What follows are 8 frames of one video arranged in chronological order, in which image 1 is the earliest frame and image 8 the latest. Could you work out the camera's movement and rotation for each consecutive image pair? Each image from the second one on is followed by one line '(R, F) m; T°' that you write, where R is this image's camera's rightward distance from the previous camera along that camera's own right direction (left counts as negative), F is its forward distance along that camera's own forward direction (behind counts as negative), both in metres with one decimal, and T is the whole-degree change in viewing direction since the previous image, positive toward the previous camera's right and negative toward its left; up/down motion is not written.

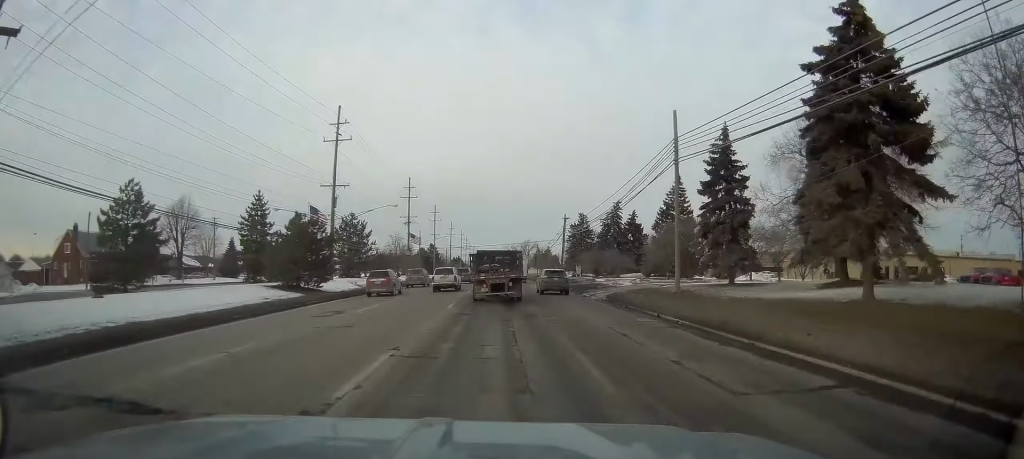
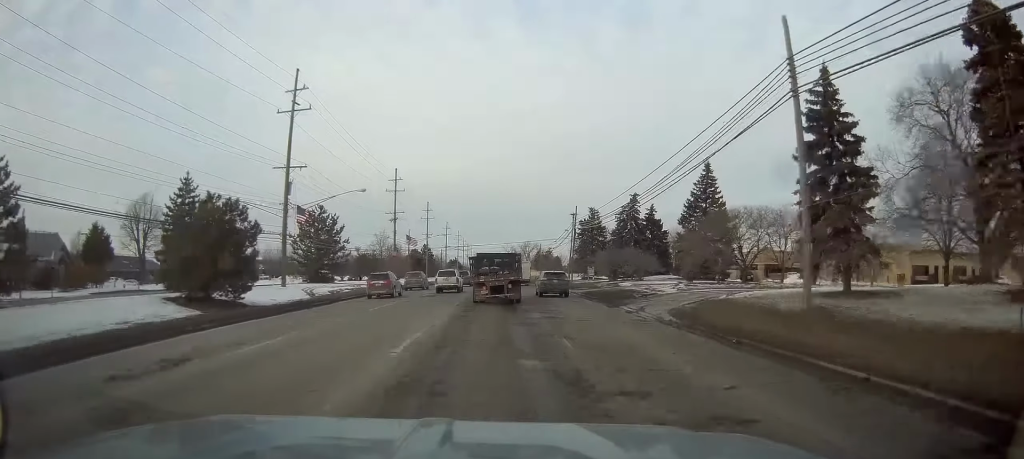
(+0.4, +14.4) m; 0°
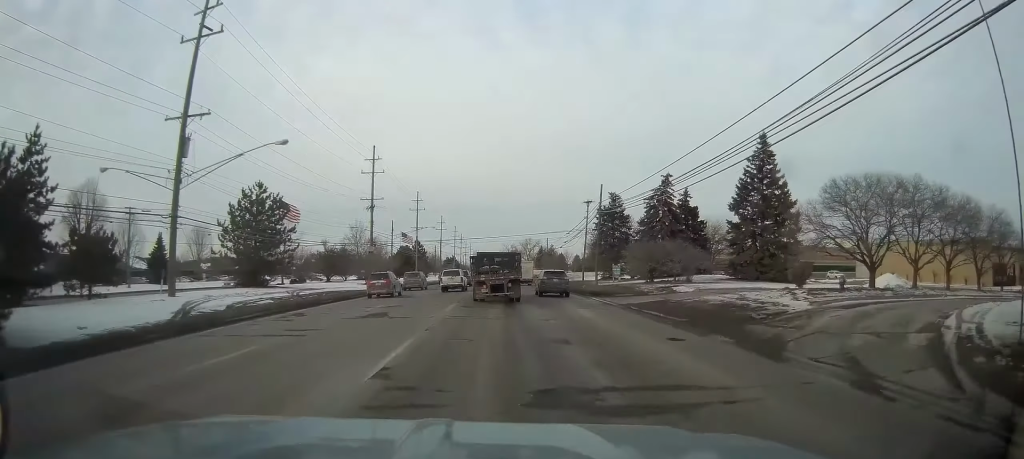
(0.0, +17.4) m; -1°
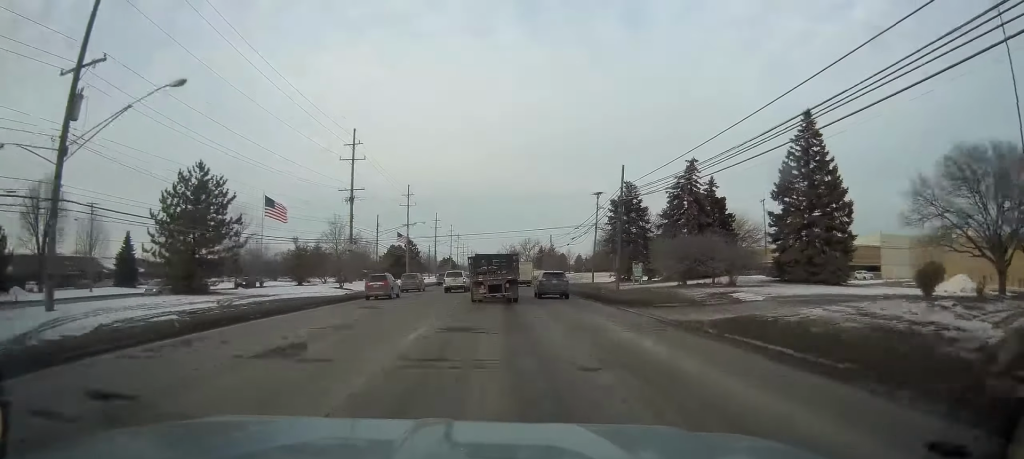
(-0.1, +9.7) m; -1°
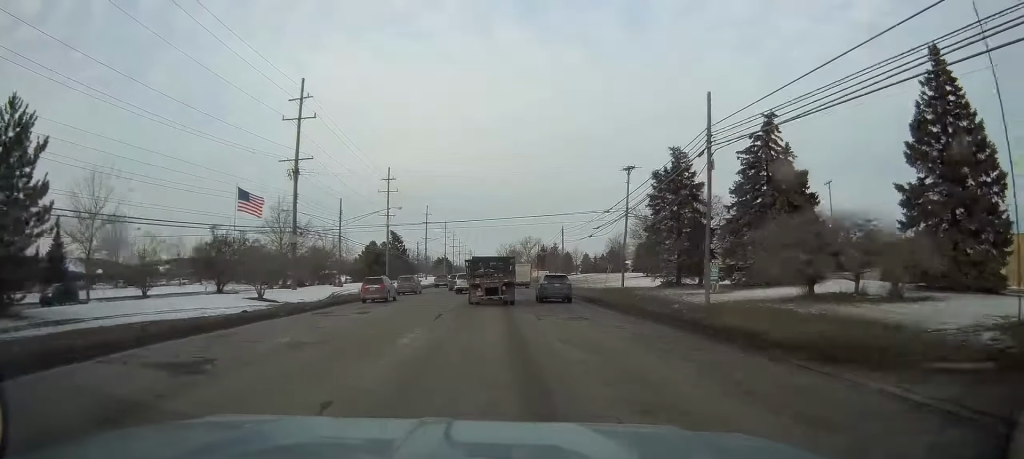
(-0.1, +16.0) m; 0°
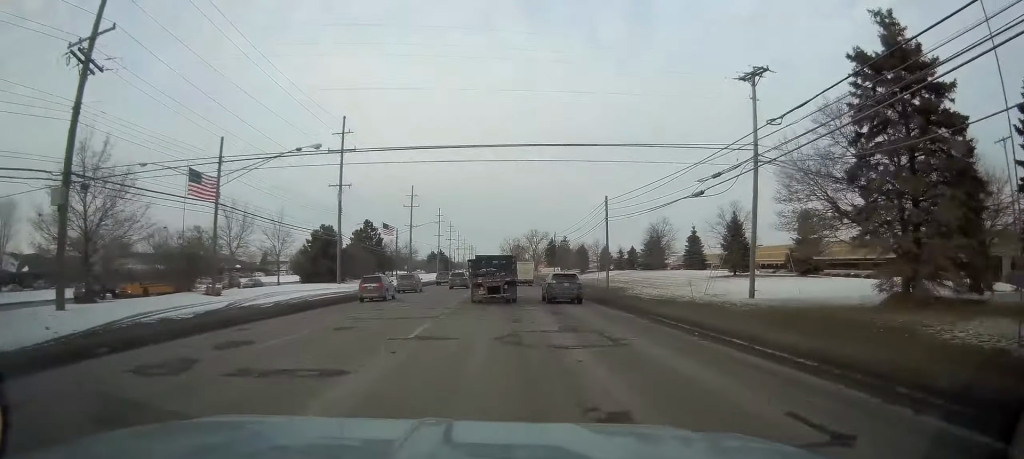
(+0.4, +21.4) m; +2°
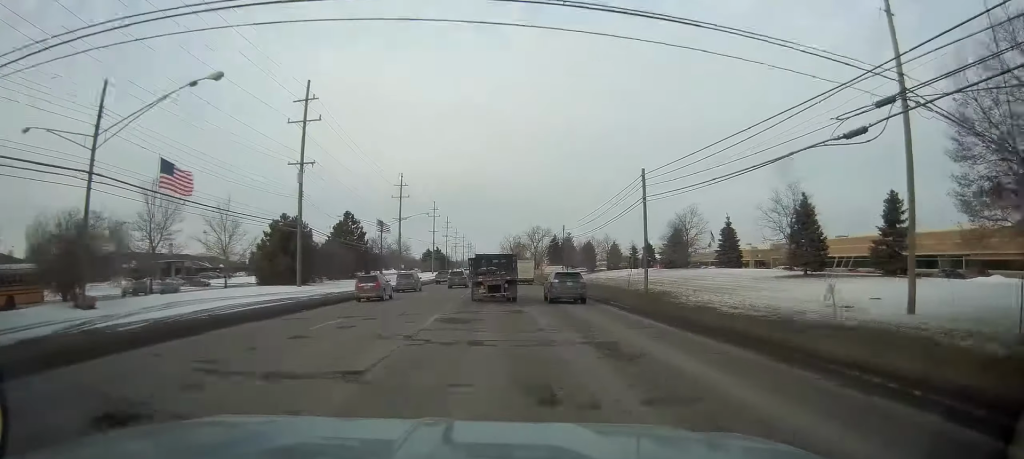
(0.0, +8.9) m; -1°
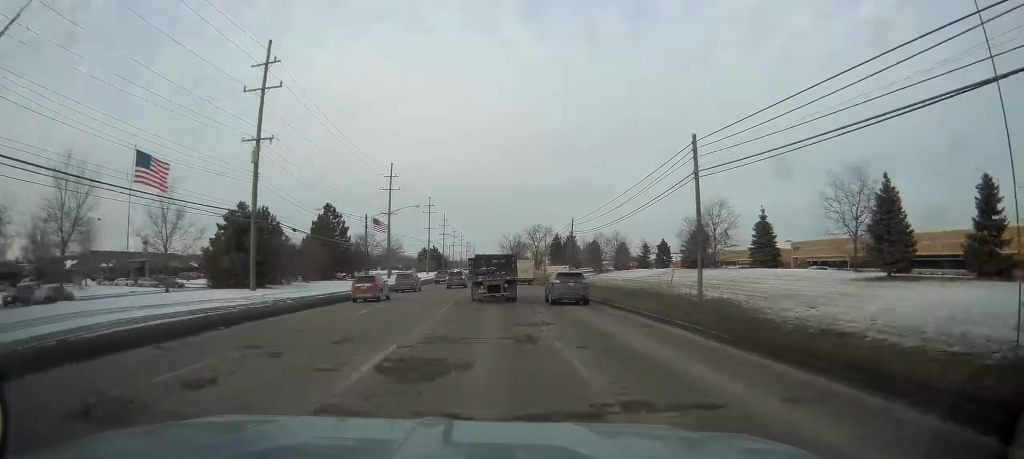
(+0.1, +7.0) m; -1°
